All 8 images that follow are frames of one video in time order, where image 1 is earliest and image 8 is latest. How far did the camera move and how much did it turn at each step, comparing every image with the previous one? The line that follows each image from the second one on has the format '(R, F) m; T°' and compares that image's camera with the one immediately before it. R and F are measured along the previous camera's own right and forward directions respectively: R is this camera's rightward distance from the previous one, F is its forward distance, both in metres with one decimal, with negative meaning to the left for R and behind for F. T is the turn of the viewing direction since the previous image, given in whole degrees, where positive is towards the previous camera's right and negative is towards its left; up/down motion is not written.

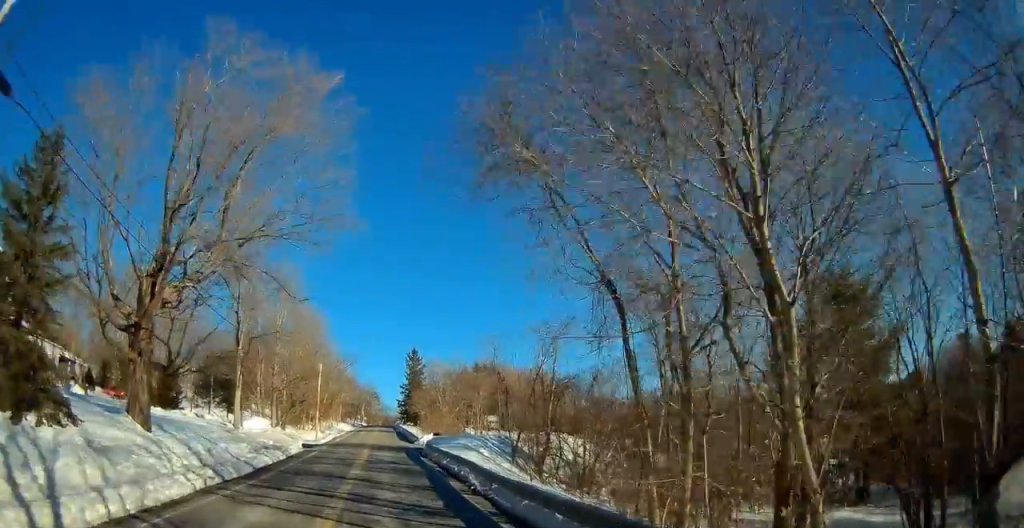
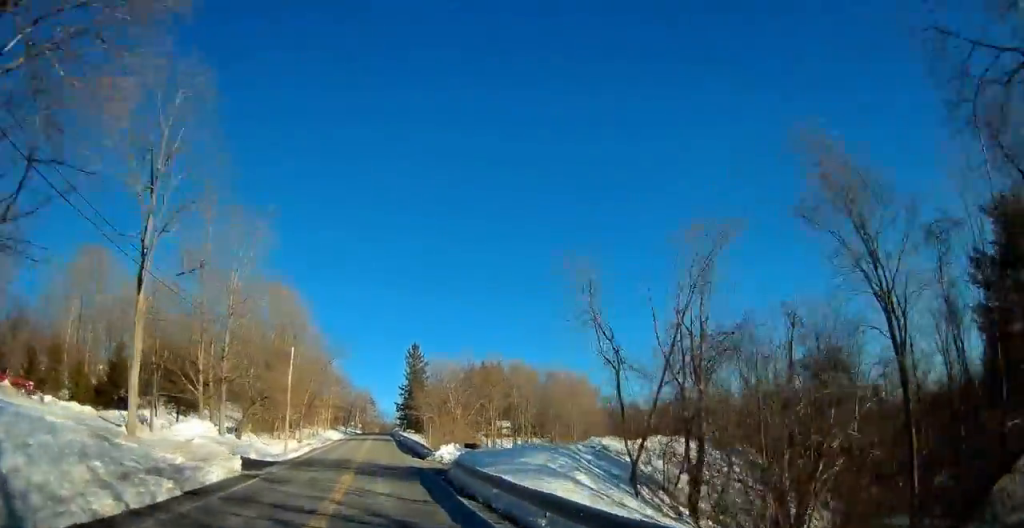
(+0.1, +17.4) m; 0°
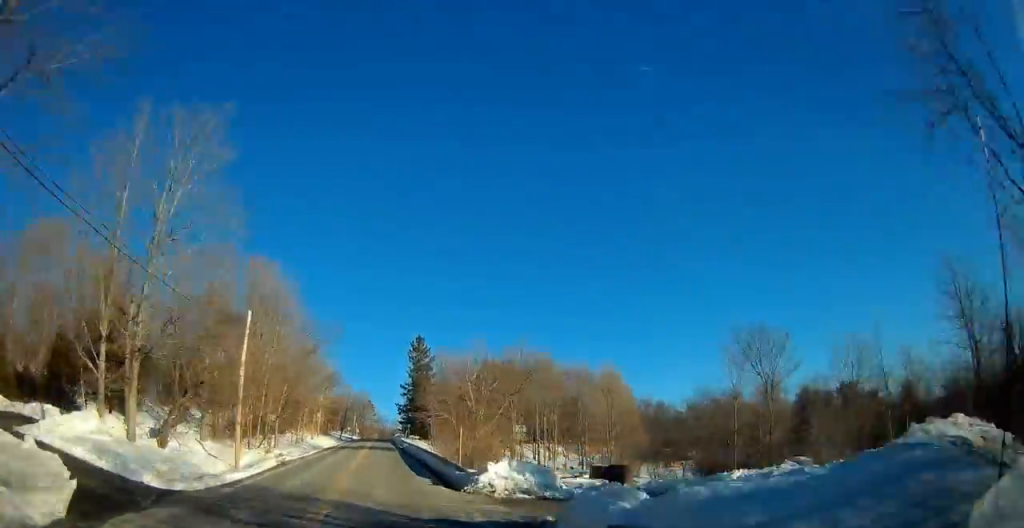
(-0.1, +14.6) m; 0°
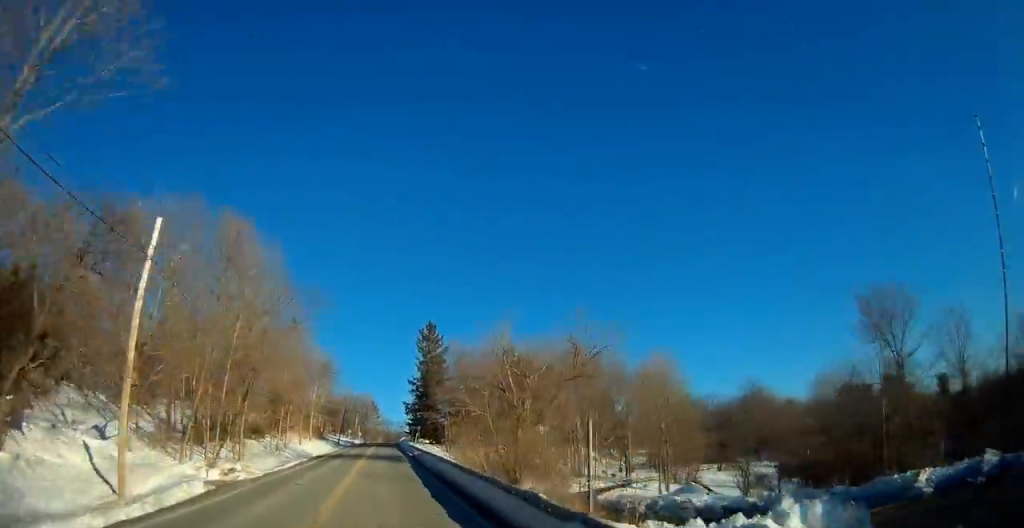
(0.0, +13.7) m; 0°
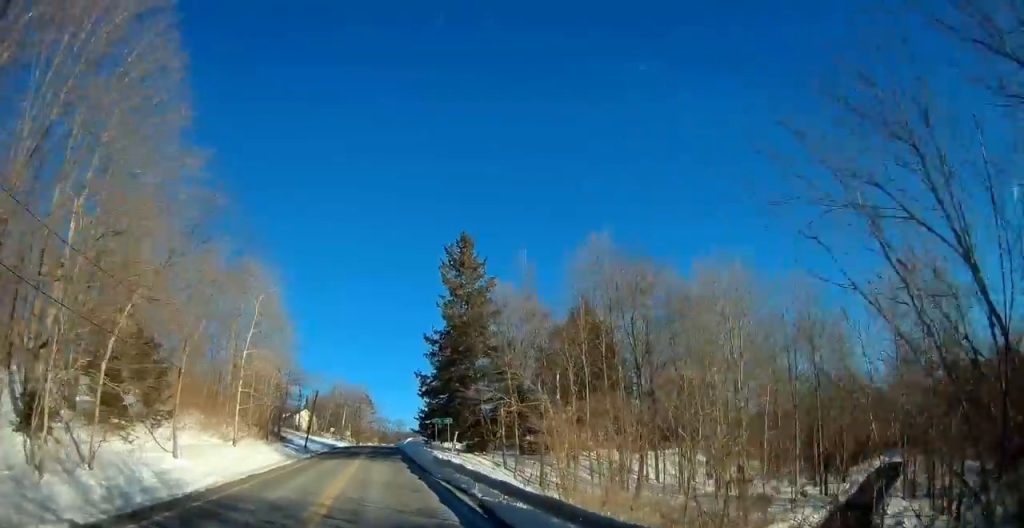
(-0.3, +35.0) m; -11°
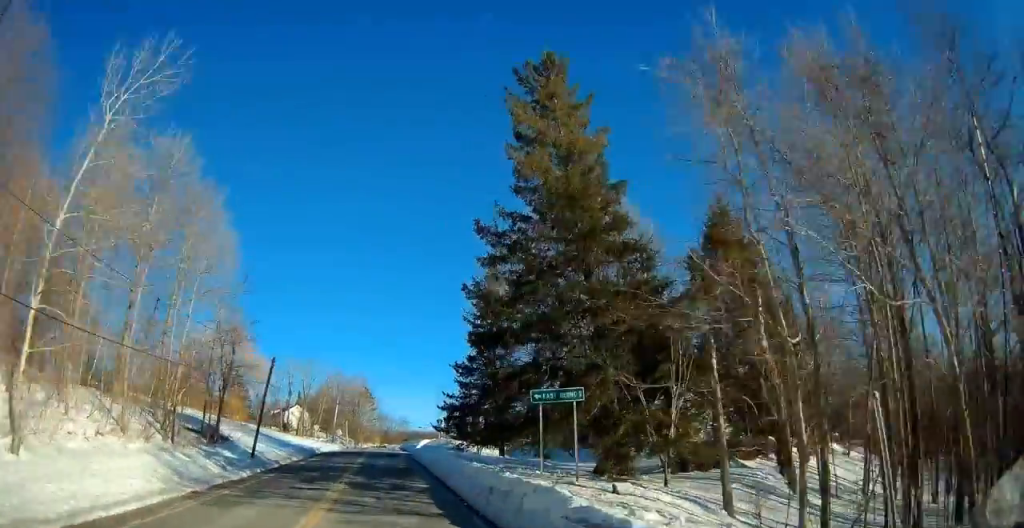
(-1.7, +21.0) m; +13°
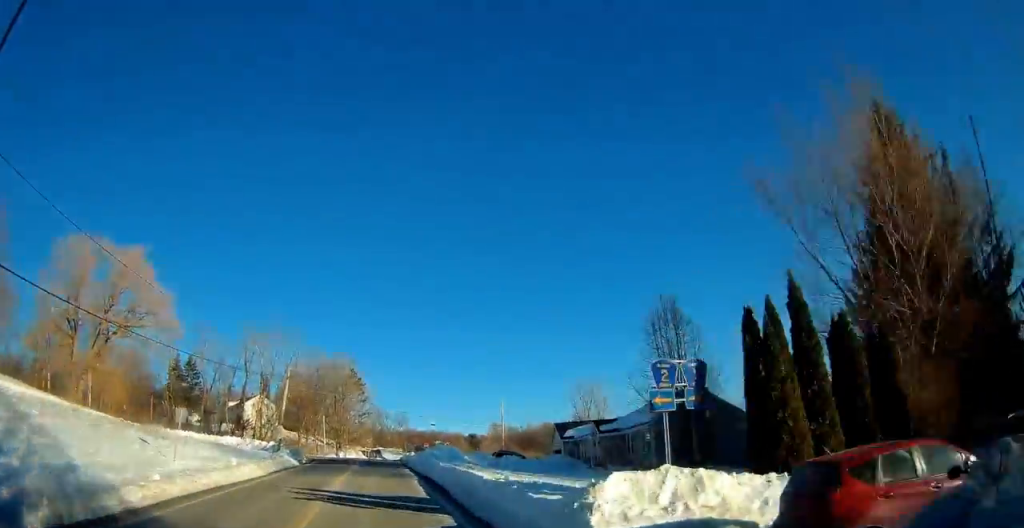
(+5.1, +42.8) m; -1°
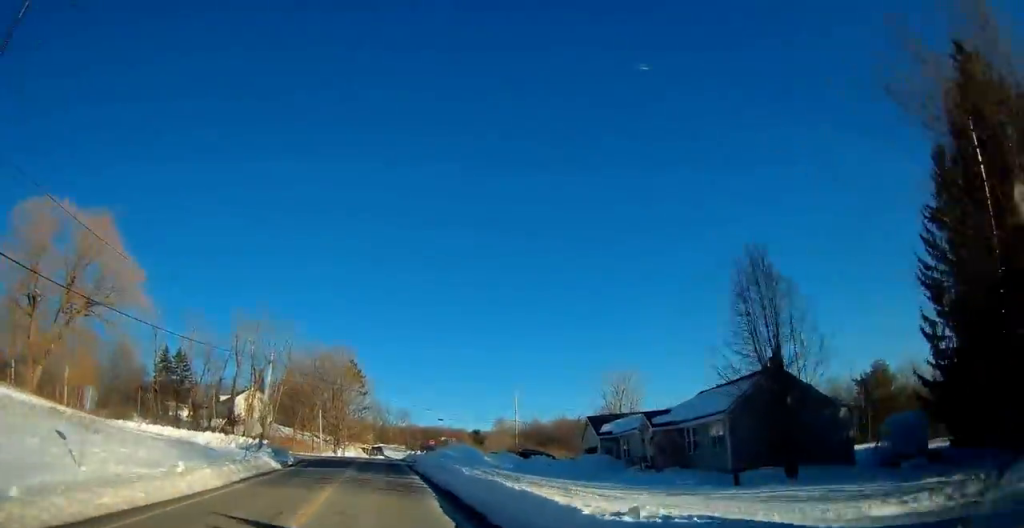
(-0.1, +7.8) m; -1°
